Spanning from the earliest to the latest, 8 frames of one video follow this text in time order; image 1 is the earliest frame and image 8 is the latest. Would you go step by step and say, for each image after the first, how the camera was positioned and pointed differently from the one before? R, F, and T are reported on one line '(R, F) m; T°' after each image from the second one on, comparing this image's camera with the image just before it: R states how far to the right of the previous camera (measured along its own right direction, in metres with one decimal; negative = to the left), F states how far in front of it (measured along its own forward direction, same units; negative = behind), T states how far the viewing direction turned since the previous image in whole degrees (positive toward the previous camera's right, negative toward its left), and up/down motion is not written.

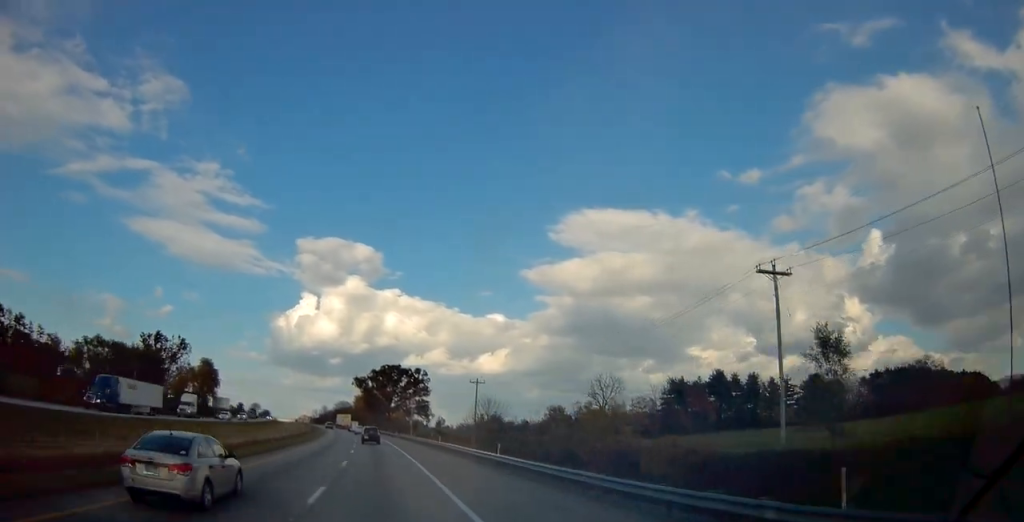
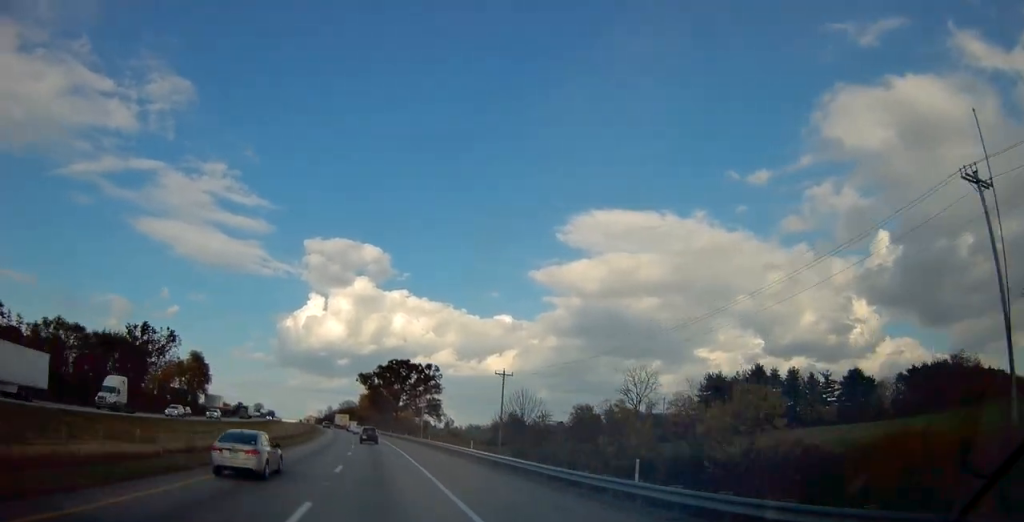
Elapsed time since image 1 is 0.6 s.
(-0.2, +15.8) m; -1°
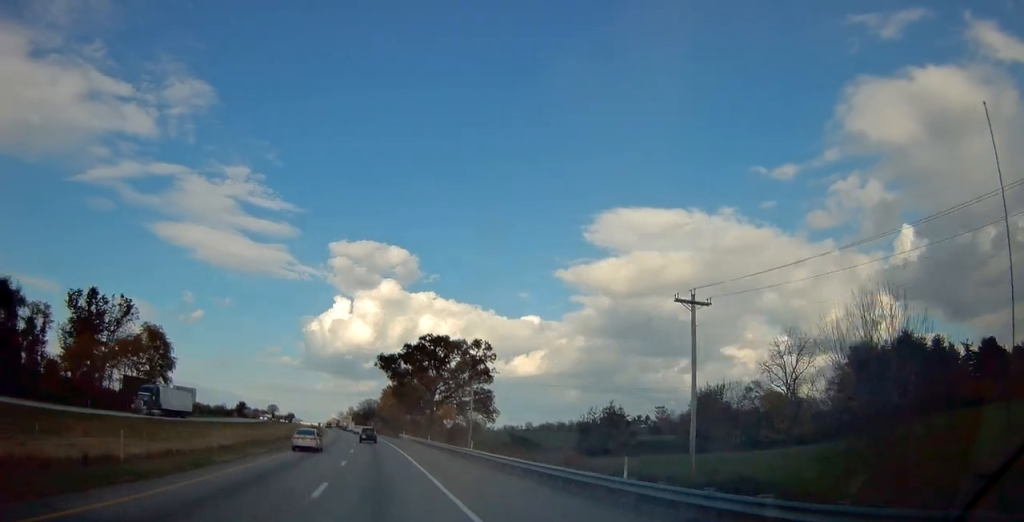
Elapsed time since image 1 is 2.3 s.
(-0.7, +45.2) m; -2°
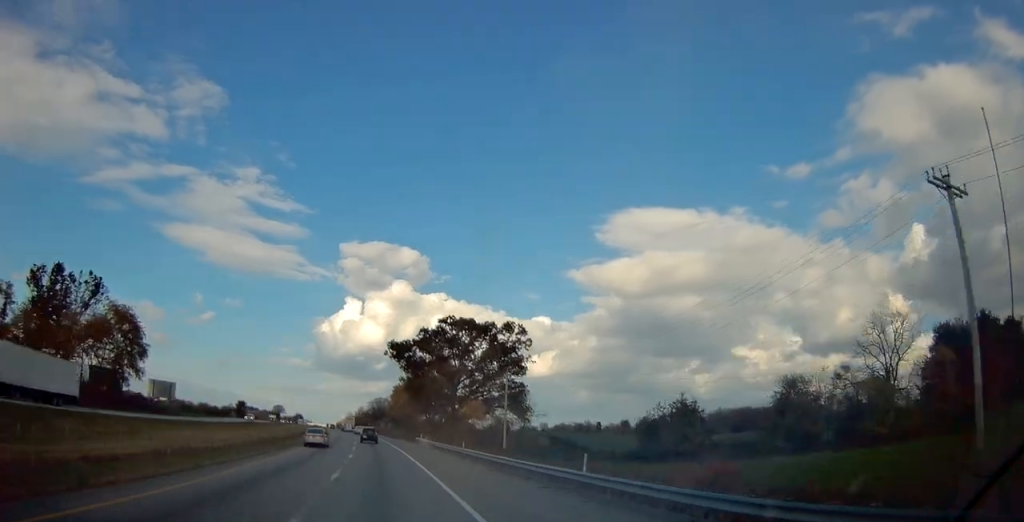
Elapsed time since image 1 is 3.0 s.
(-0.1, +19.6) m; -1°
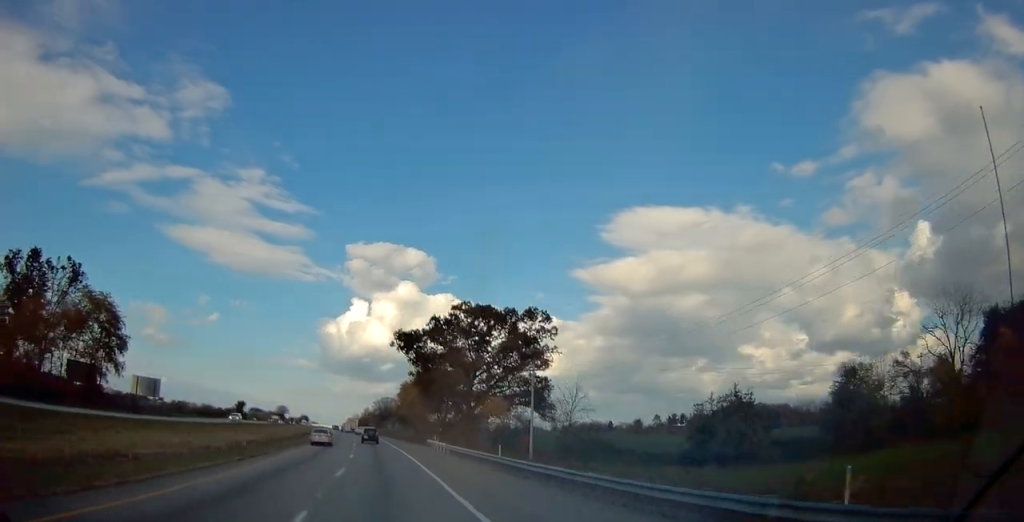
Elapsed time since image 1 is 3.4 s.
(-0.2, +10.8) m; -1°
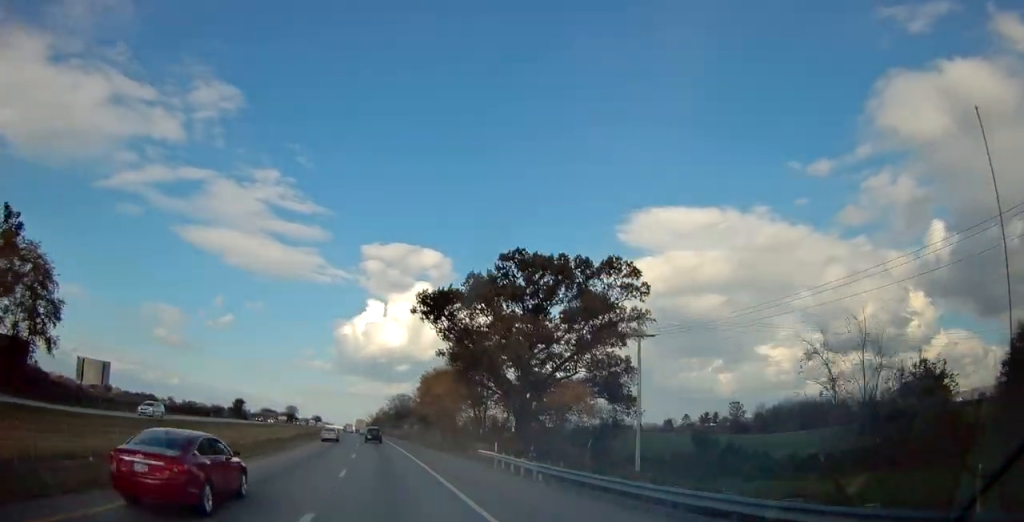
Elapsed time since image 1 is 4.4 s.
(-0.4, +25.2) m; -2°
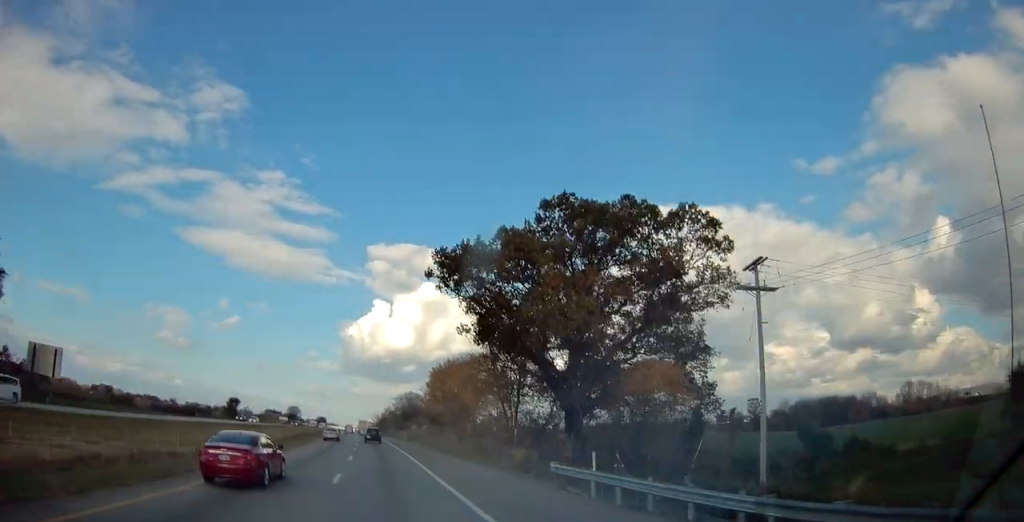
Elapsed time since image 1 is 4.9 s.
(0.0, +14.5) m; -1°
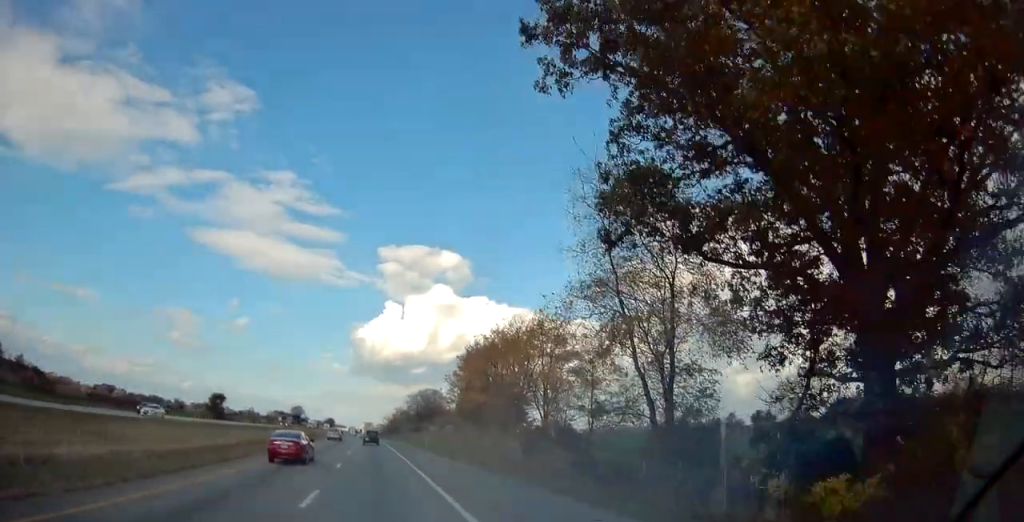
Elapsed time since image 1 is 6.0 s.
(-0.6, +29.9) m; -1°
